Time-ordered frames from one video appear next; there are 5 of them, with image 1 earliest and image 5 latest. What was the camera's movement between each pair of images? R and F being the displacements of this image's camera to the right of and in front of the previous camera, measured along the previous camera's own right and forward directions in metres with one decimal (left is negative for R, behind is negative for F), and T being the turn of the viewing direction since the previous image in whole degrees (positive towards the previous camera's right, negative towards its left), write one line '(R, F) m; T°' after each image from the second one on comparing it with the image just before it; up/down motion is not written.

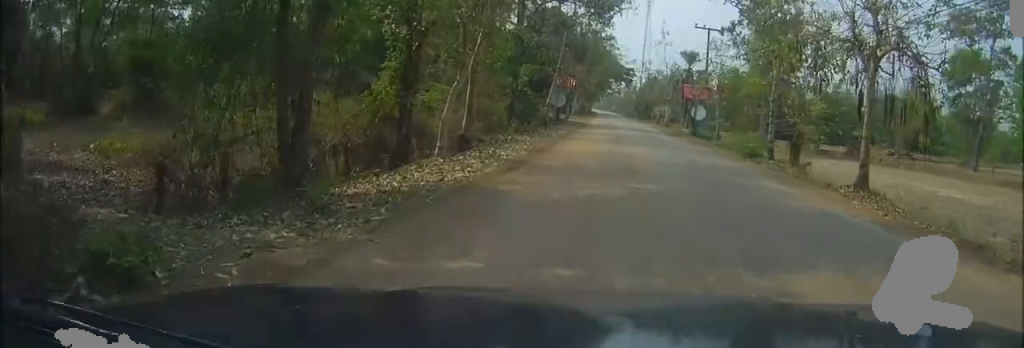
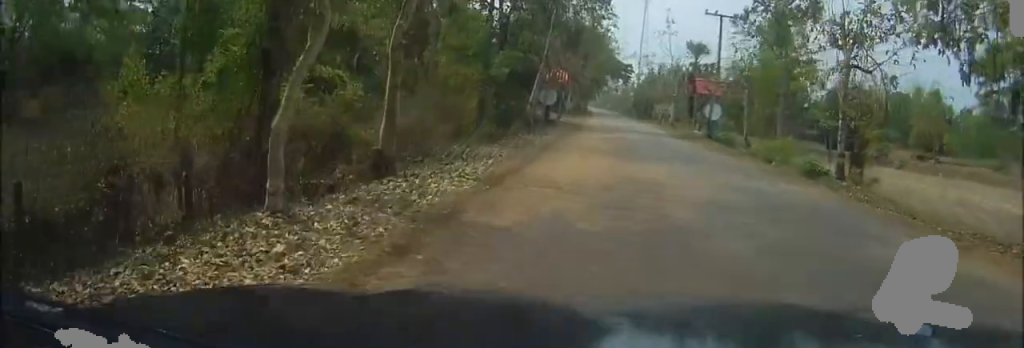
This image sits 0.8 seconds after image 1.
(0.0, +7.3) m; 0°
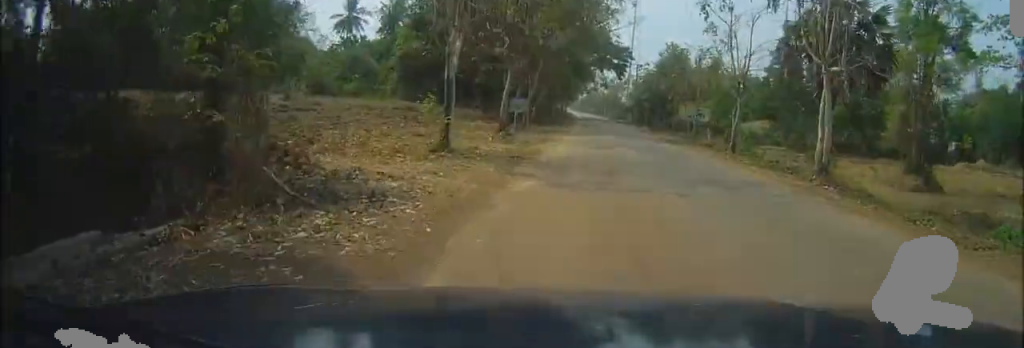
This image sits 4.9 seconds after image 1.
(+0.6, +40.1) m; +2°
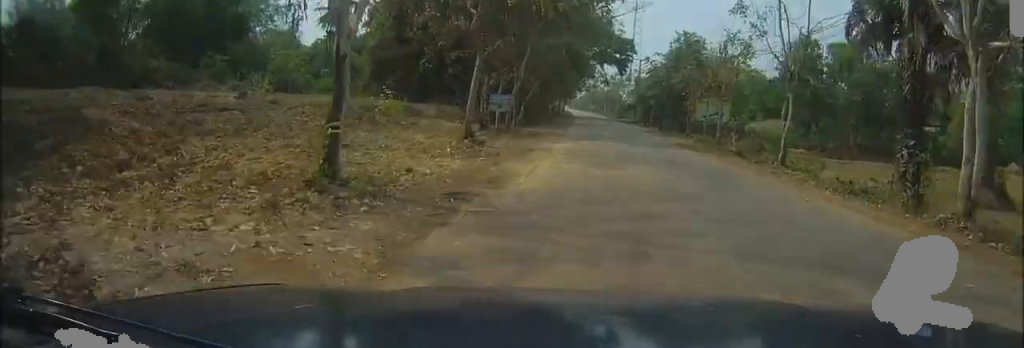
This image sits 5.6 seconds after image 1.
(0.0, +7.3) m; 0°
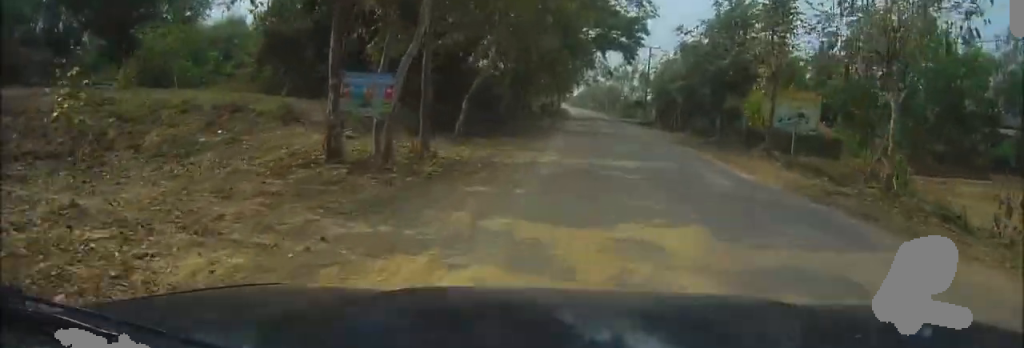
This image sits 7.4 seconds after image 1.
(0.0, +17.9) m; 0°
